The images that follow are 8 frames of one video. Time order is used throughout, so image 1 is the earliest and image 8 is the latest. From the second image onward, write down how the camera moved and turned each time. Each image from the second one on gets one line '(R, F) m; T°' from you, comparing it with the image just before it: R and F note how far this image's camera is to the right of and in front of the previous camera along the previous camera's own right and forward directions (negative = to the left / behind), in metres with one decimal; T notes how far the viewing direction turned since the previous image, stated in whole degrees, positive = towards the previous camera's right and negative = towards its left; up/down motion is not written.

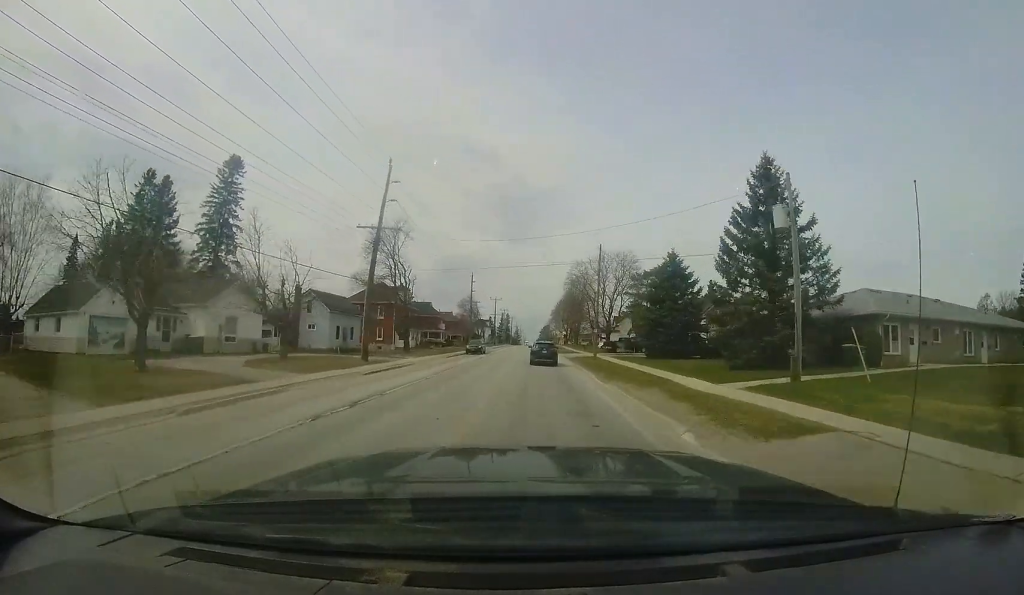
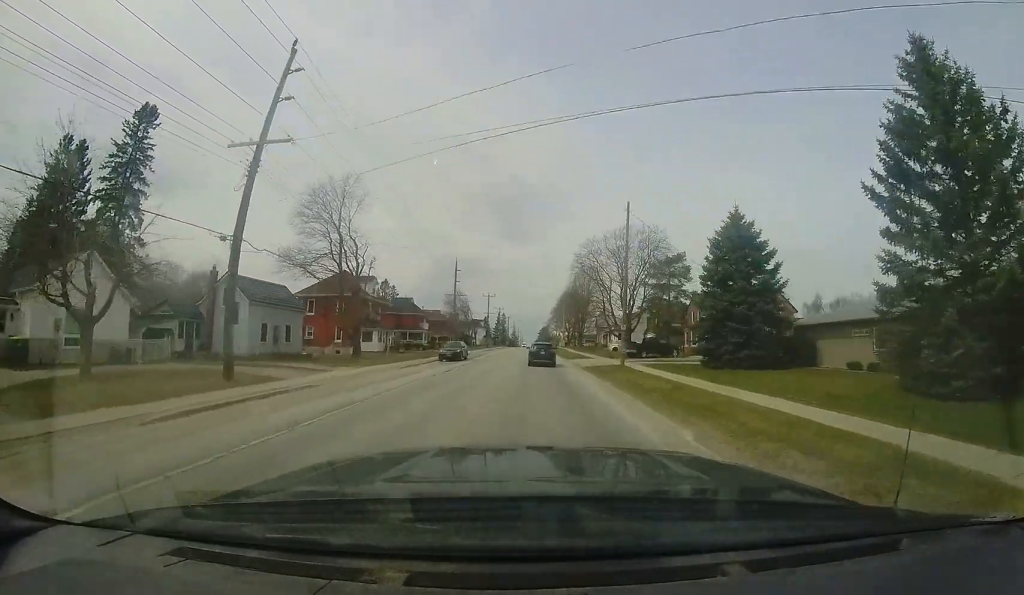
(+0.3, +11.4) m; +1°
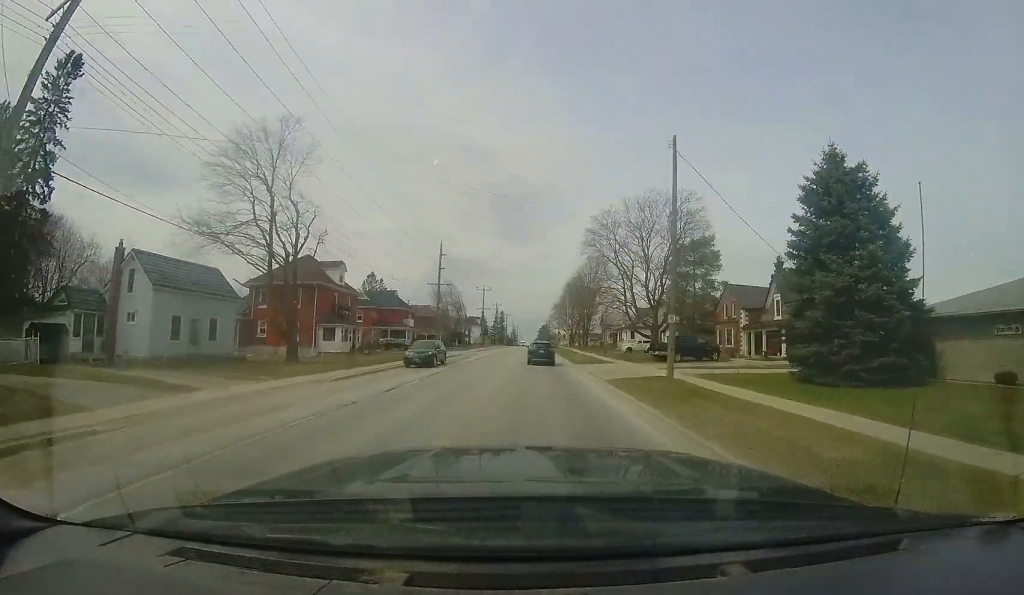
(0.0, +8.4) m; 0°
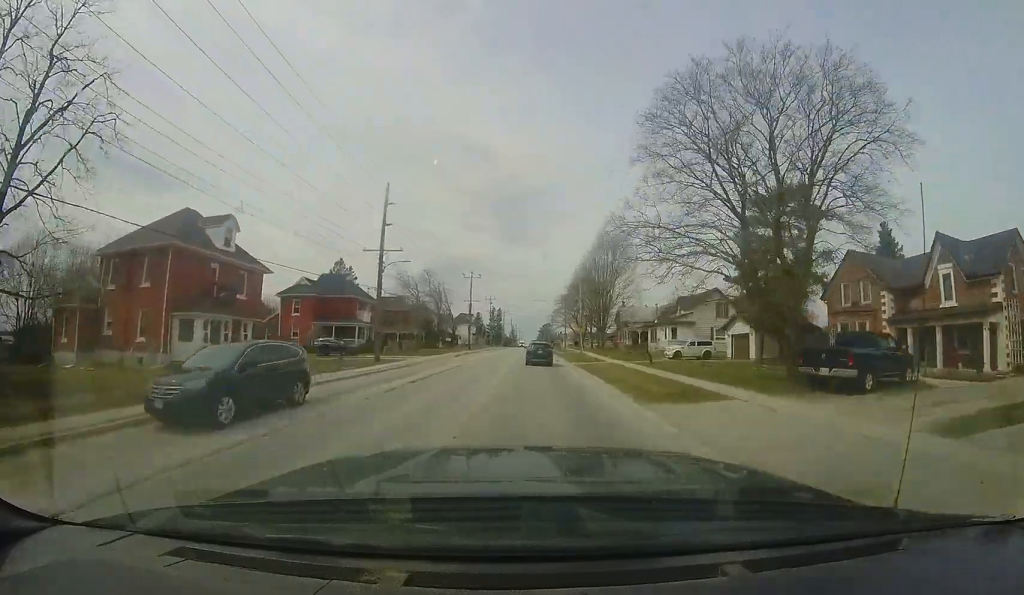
(-0.2, +16.3) m; -1°
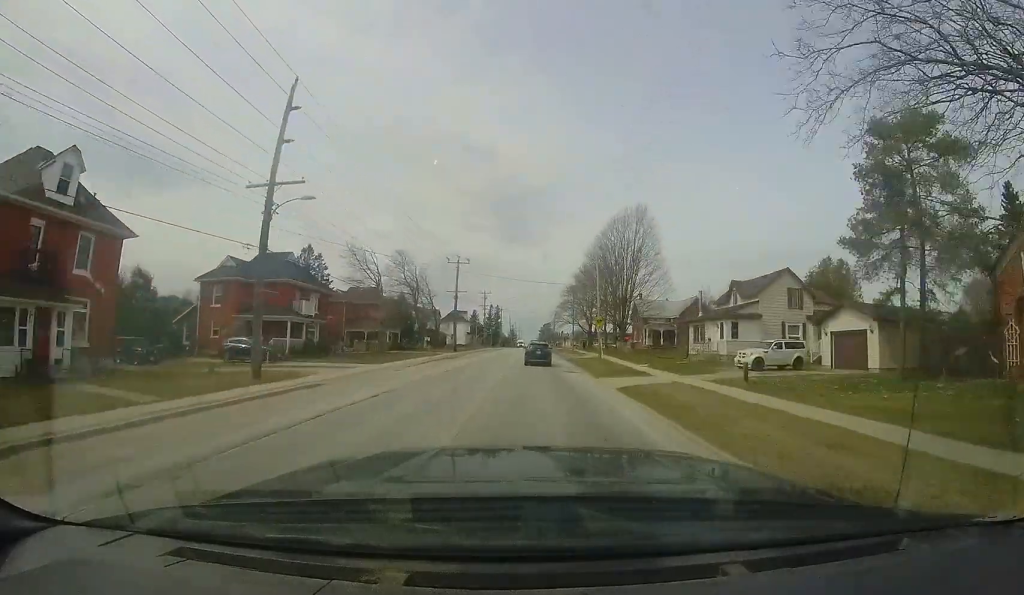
(-0.1, +12.0) m; 0°
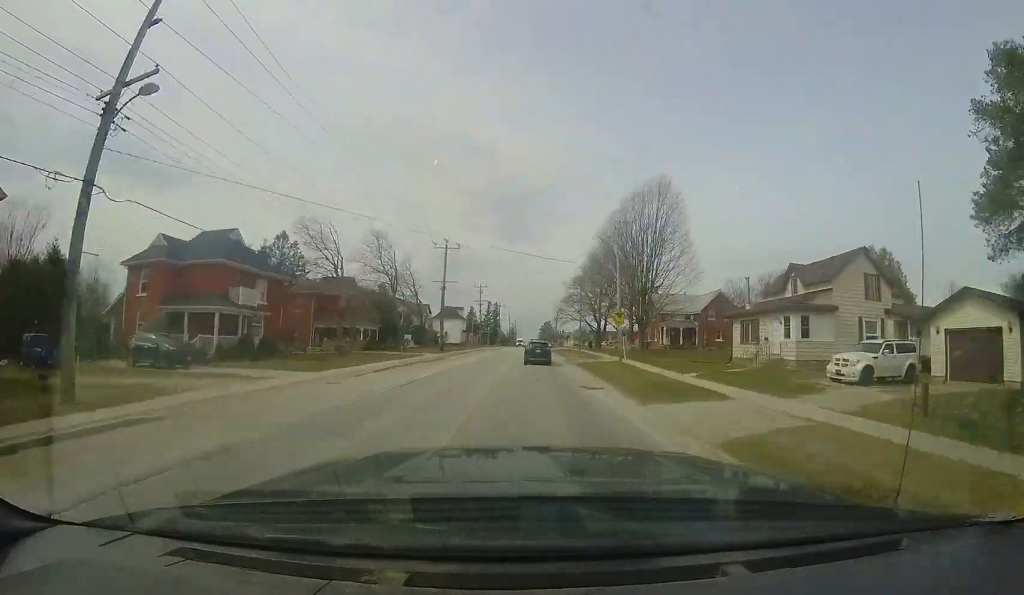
(0.0, +7.5) m; +1°
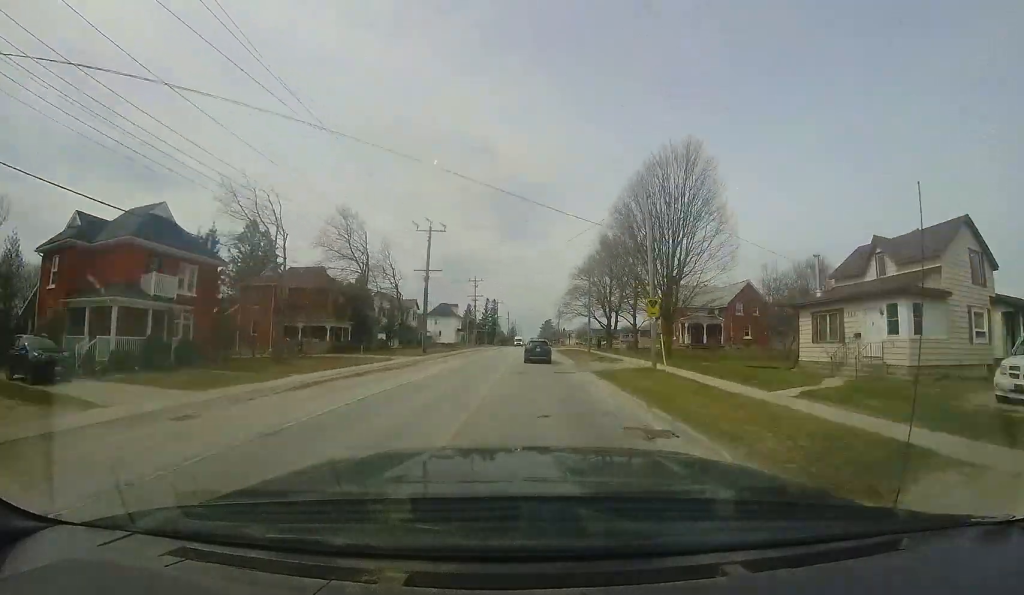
(0.0, +7.0) m; 0°
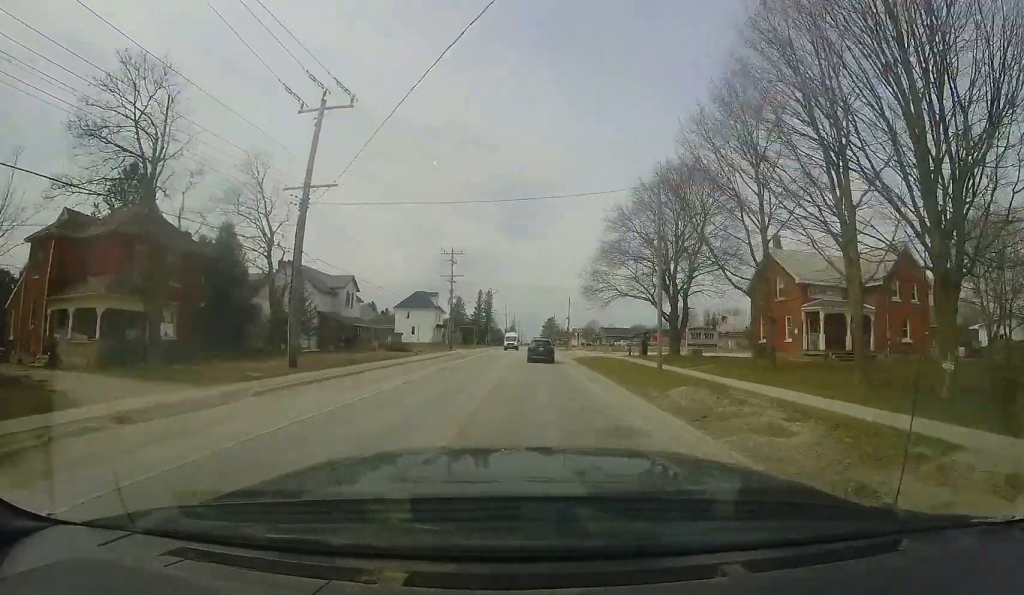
(-0.4, +21.5) m; -2°
